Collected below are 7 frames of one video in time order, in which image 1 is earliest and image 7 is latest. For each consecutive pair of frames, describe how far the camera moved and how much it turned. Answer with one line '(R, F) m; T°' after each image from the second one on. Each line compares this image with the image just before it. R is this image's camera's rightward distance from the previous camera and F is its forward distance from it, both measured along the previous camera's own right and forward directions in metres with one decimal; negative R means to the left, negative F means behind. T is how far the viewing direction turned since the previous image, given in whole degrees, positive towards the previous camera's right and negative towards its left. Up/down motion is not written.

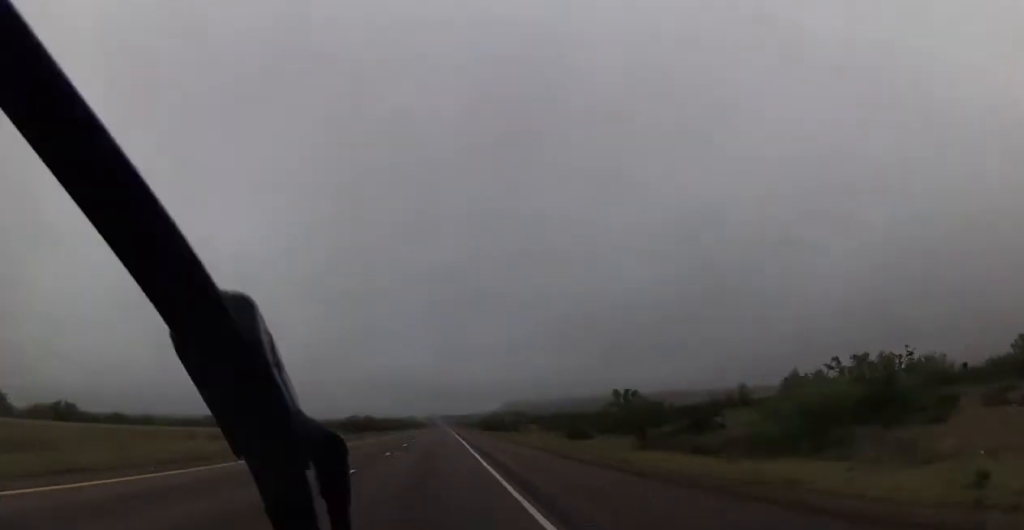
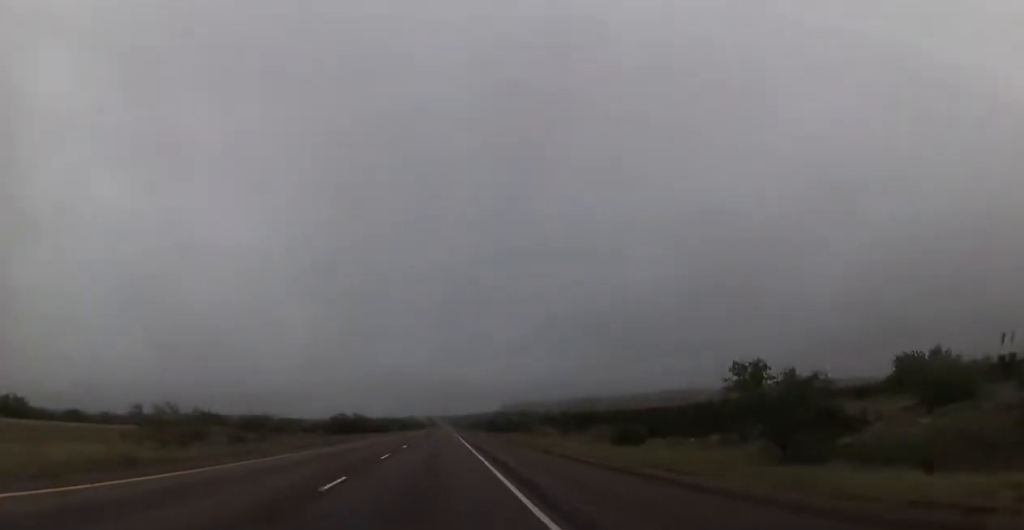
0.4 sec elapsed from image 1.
(-0.2, +14.6) m; 0°
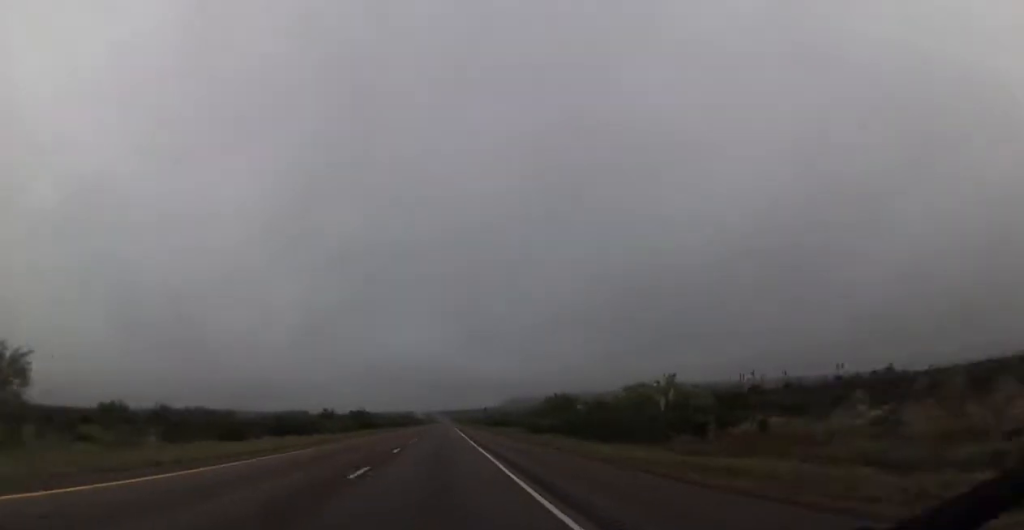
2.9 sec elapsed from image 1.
(-0.5, +82.6) m; 0°
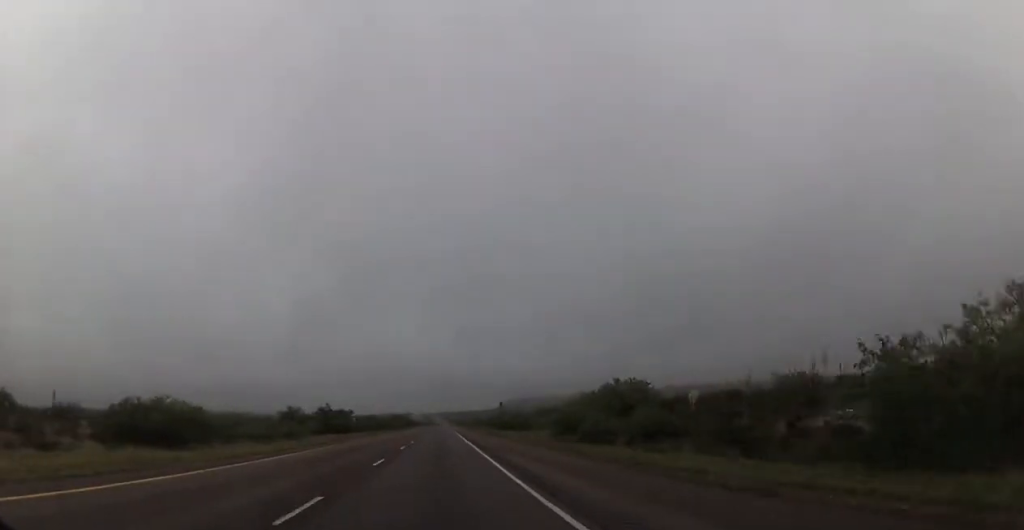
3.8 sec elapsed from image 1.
(0.0, +31.4) m; 0°
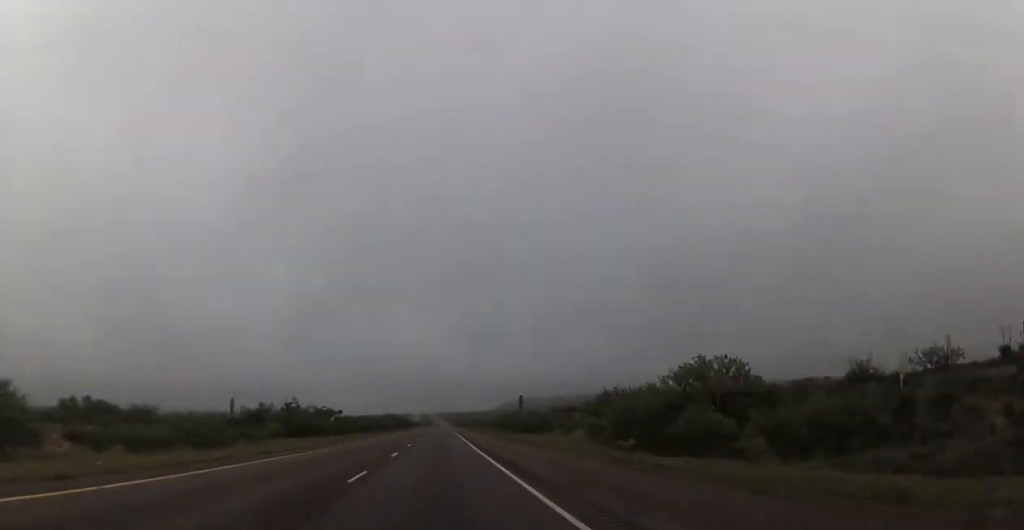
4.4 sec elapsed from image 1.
(0.0, +17.9) m; 0°
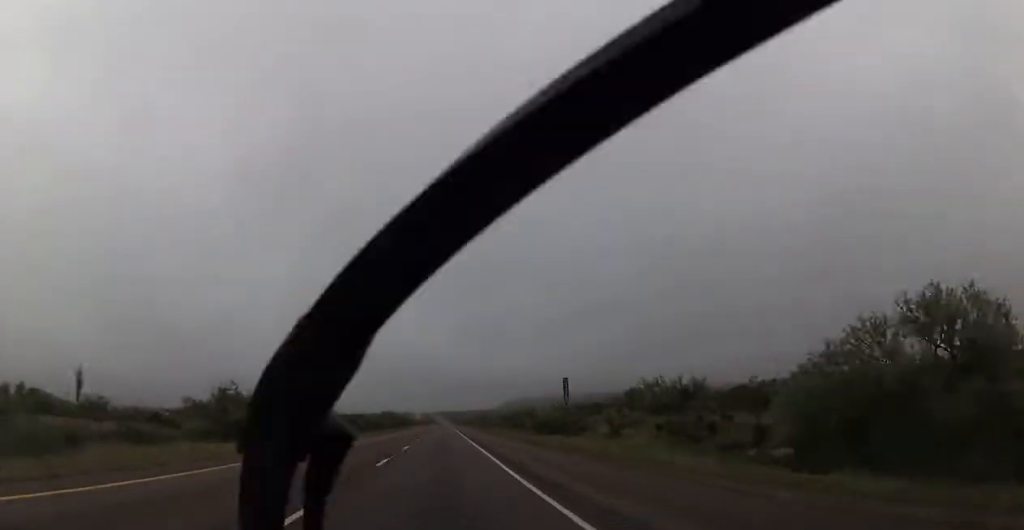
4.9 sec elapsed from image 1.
(0.0, +19.0) m; 0°
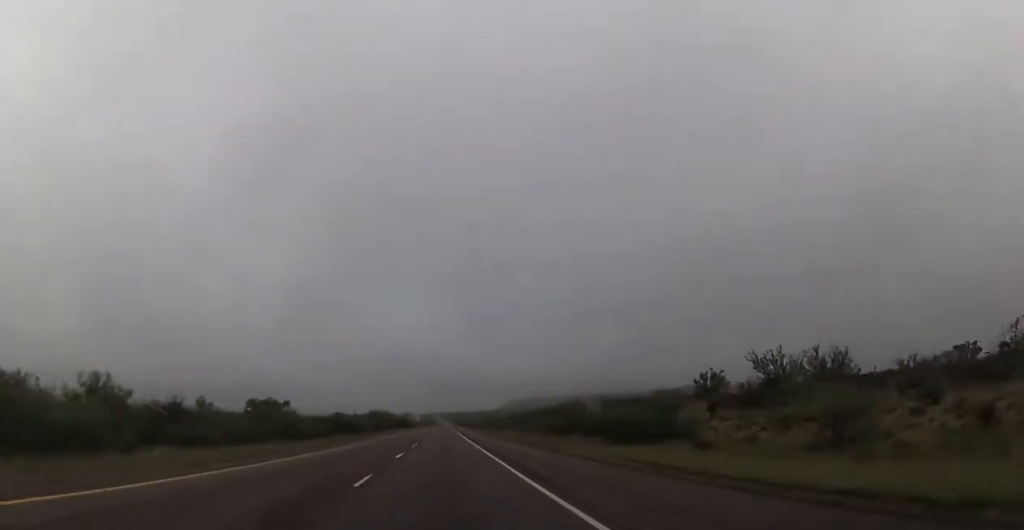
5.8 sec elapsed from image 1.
(0.0, +30.2) m; 0°
